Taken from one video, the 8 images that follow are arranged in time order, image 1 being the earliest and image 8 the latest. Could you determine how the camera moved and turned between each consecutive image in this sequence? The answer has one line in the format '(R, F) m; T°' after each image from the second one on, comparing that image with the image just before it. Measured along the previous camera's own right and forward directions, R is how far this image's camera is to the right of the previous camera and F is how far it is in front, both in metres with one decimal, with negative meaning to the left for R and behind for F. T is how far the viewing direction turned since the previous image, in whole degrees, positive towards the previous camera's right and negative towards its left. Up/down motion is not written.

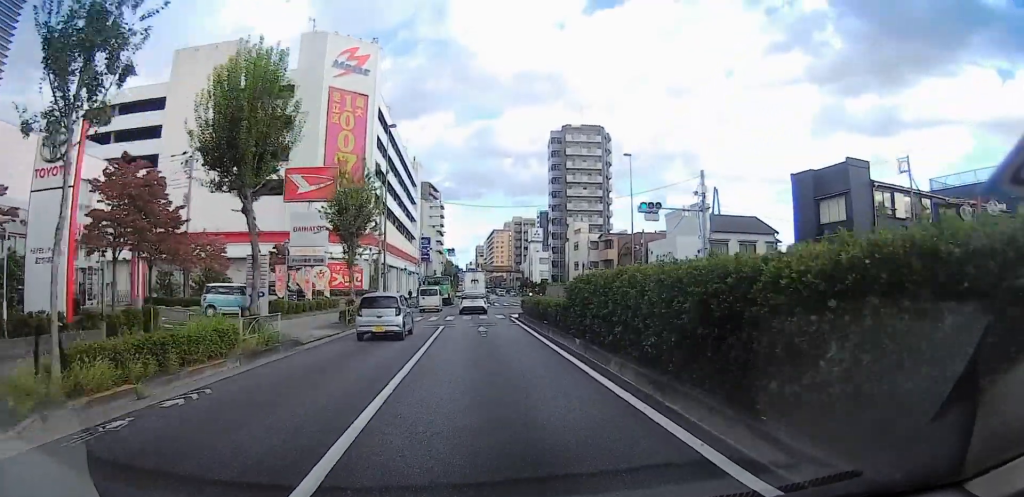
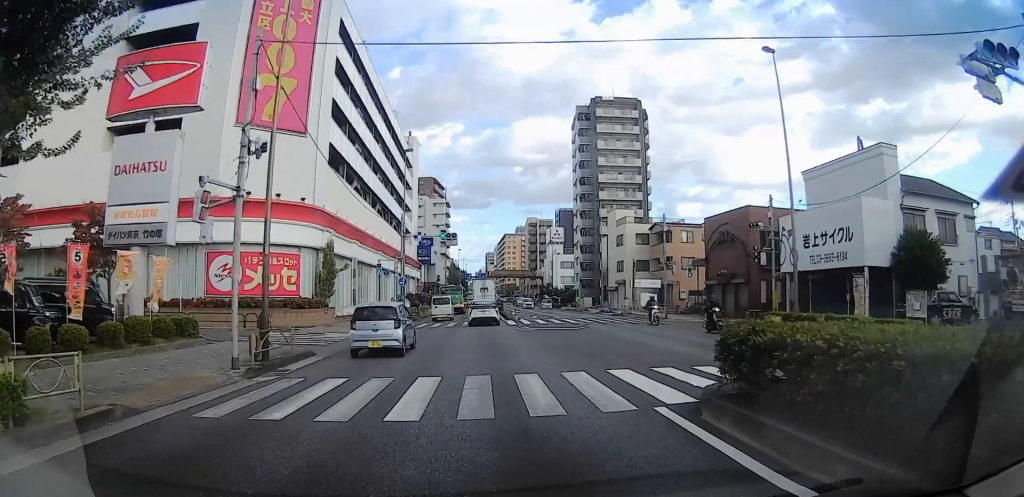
(+0.7, +23.5) m; +3°
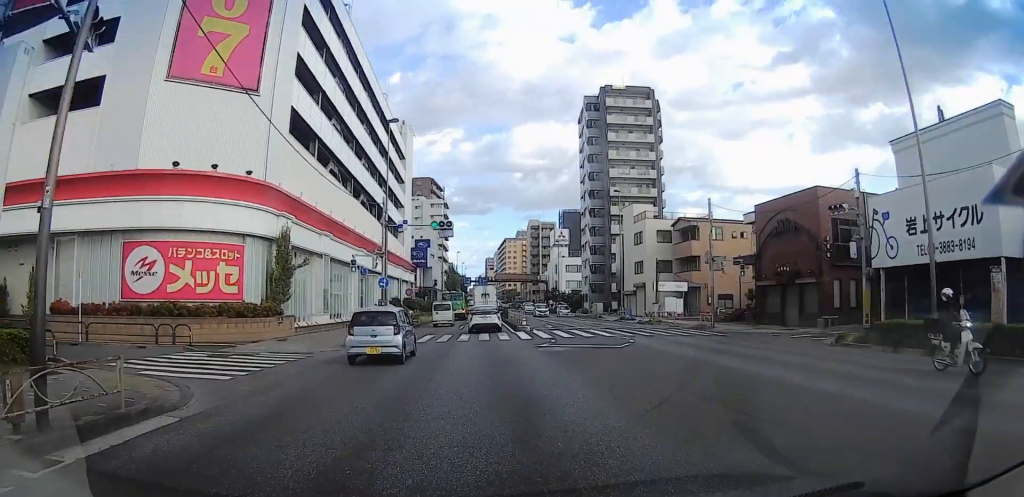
(+0.1, +9.7) m; +1°
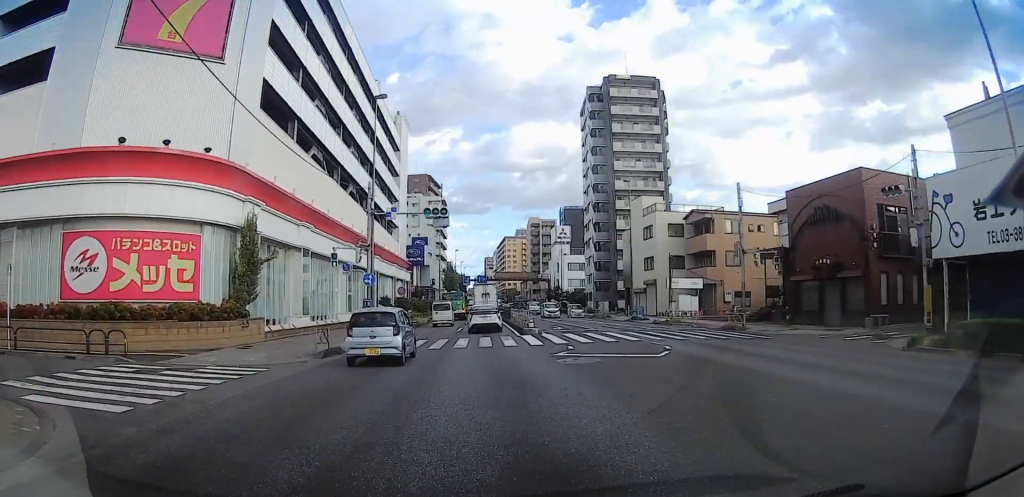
(0.0, +5.0) m; 0°
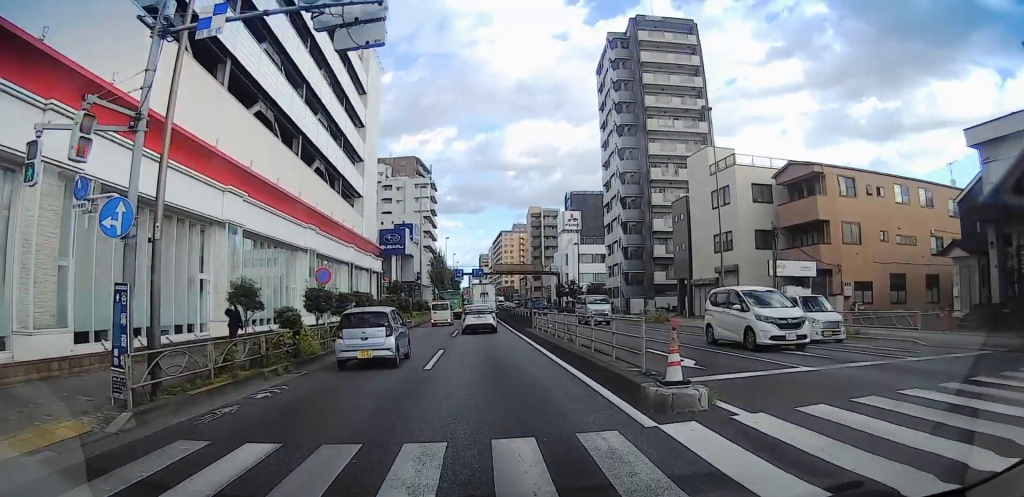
(0.0, +20.9) m; 0°
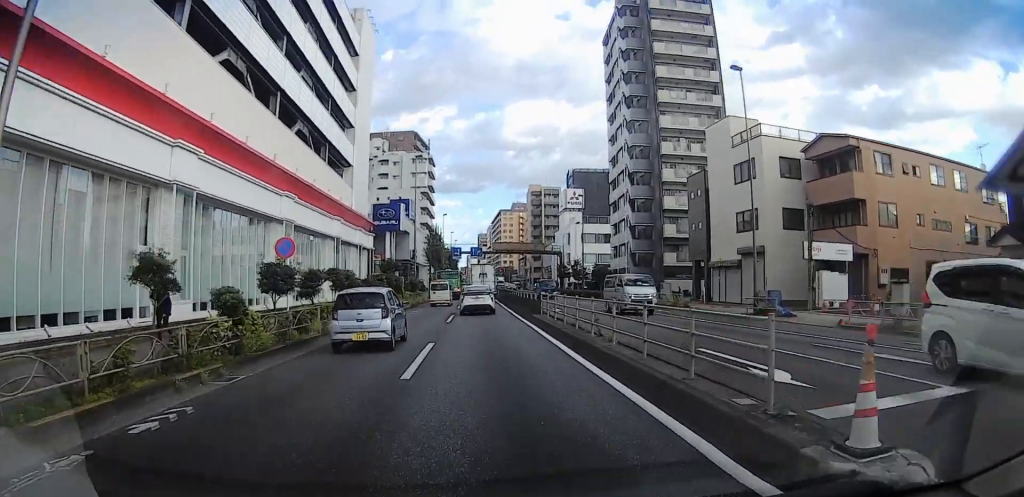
(0.0, +4.3) m; 0°
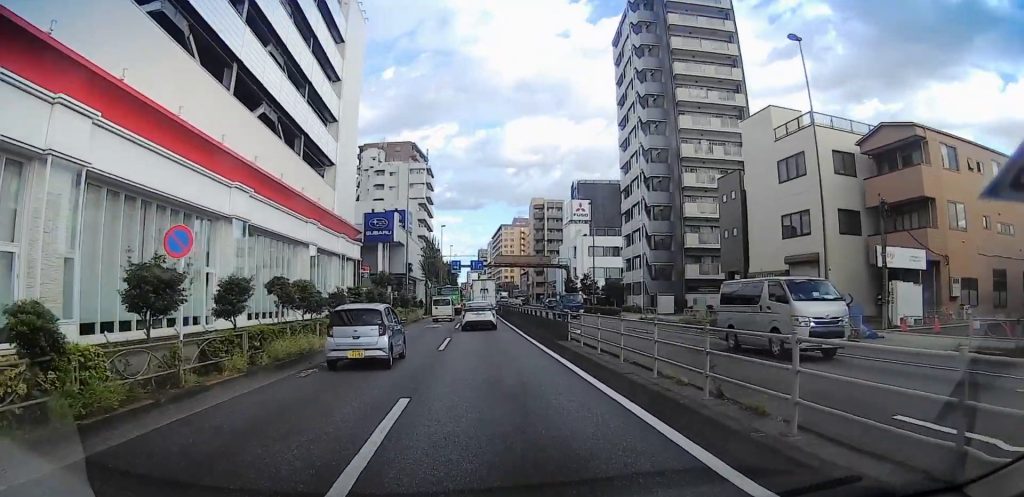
(0.0, +7.3) m; -1°
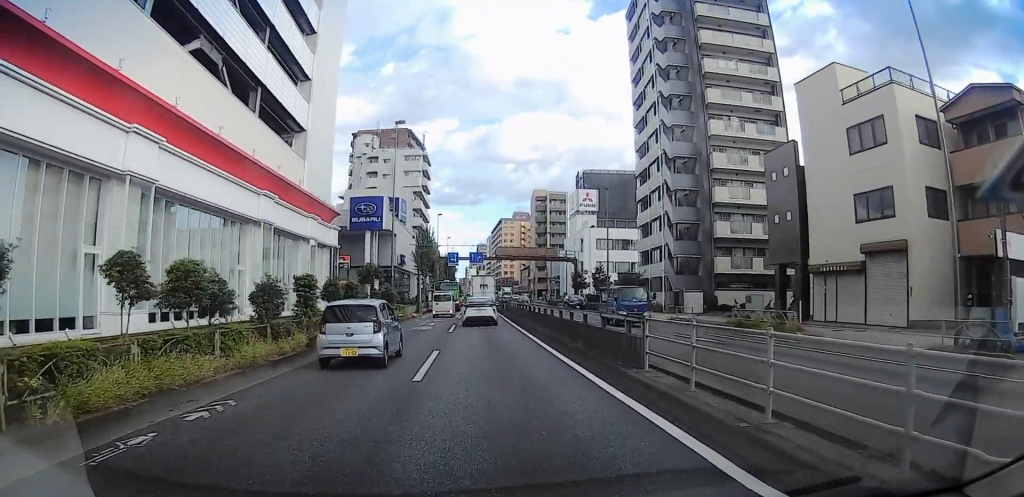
(-0.1, +7.4) m; -2°
